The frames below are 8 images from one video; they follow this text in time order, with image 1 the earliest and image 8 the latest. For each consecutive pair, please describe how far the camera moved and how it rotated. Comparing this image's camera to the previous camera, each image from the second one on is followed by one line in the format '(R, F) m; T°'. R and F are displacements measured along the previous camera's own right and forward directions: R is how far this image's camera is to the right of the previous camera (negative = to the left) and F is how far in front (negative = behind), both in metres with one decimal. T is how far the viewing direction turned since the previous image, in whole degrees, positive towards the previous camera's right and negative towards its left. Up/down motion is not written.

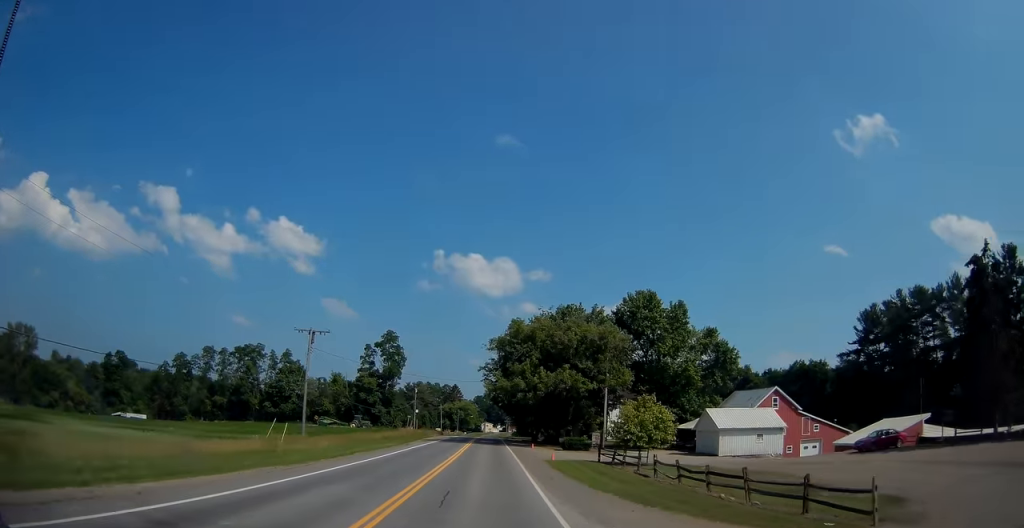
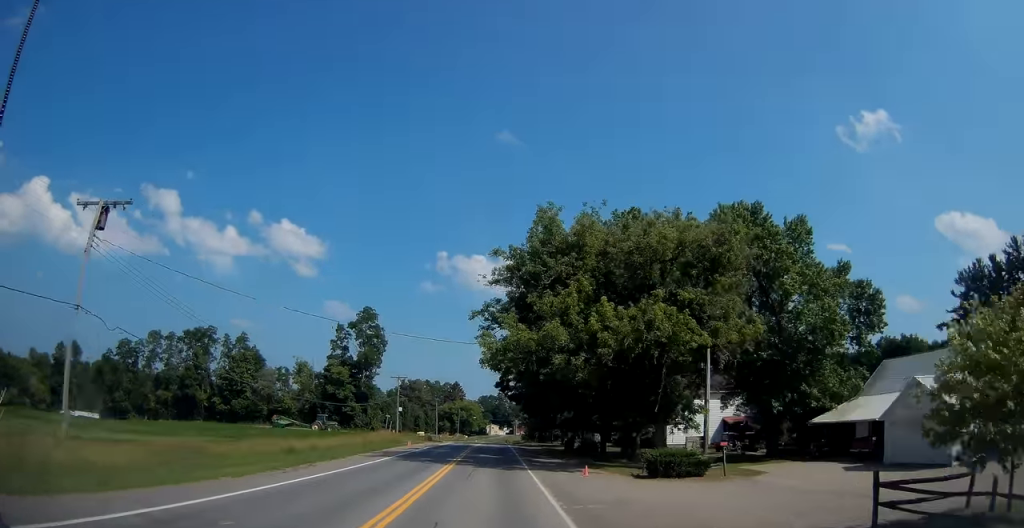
(-0.1, +29.3) m; 0°
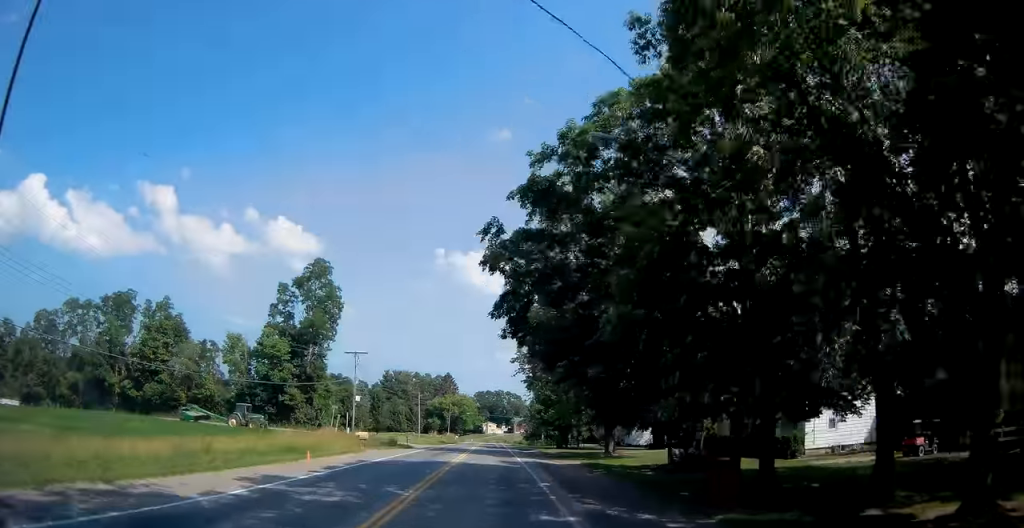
(+0.1, +29.5) m; 0°
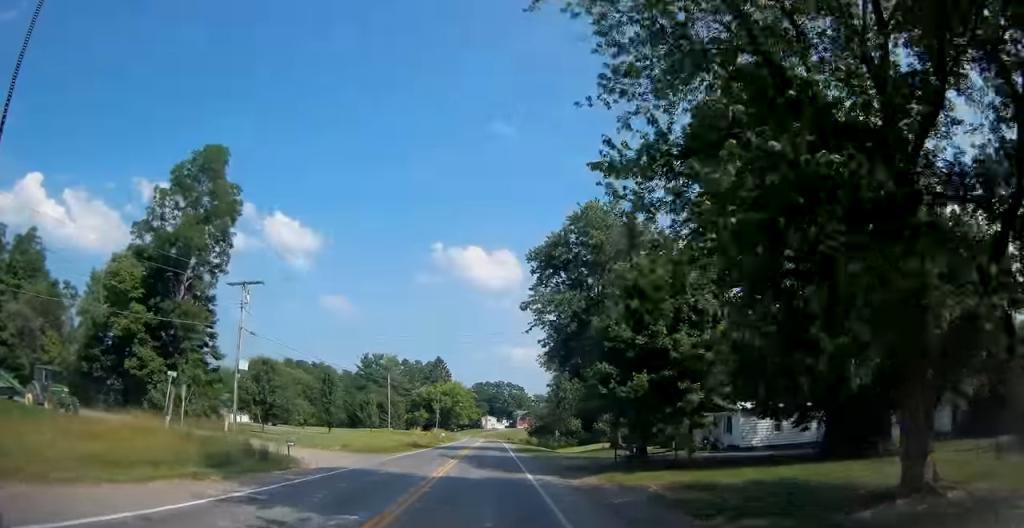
(0.0, +33.0) m; 0°
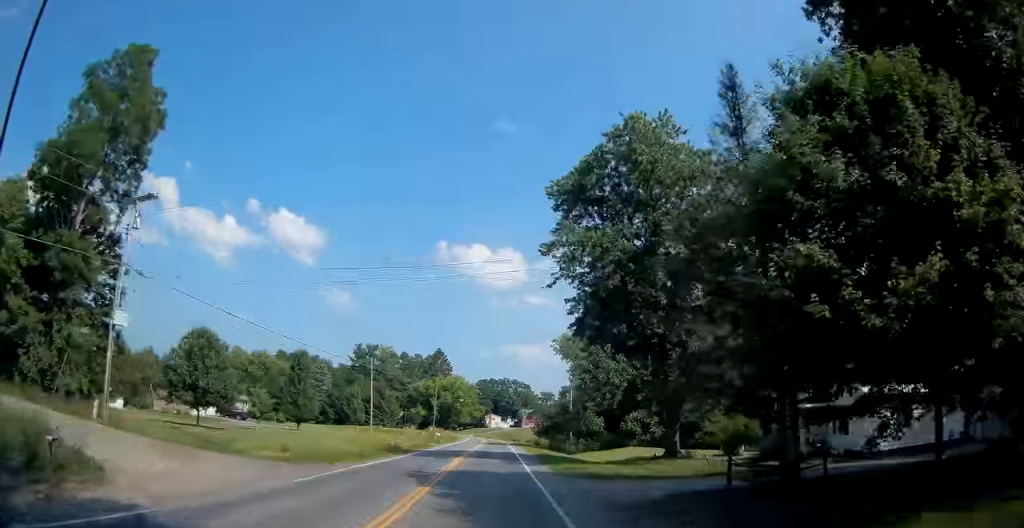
(+0.1, +14.7) m; 0°
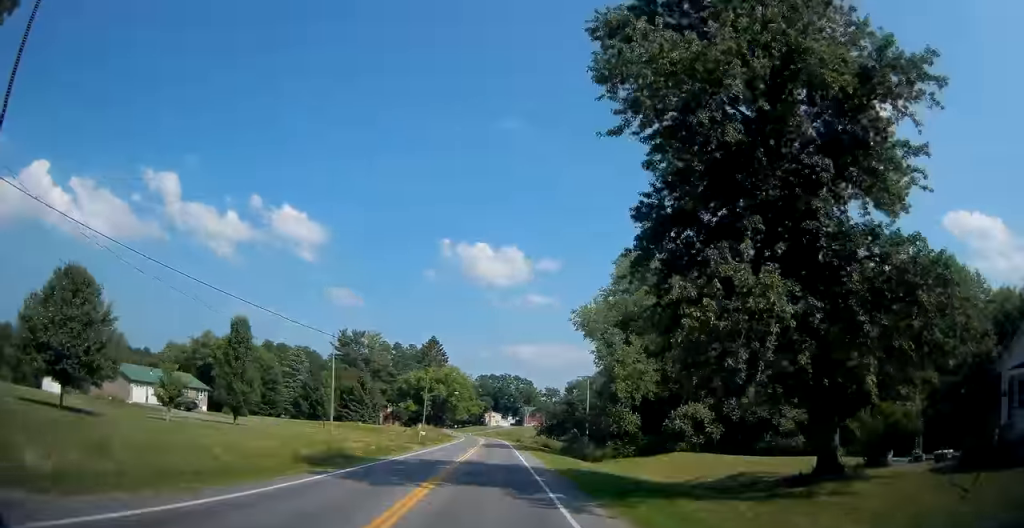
(-0.1, +16.9) m; 0°
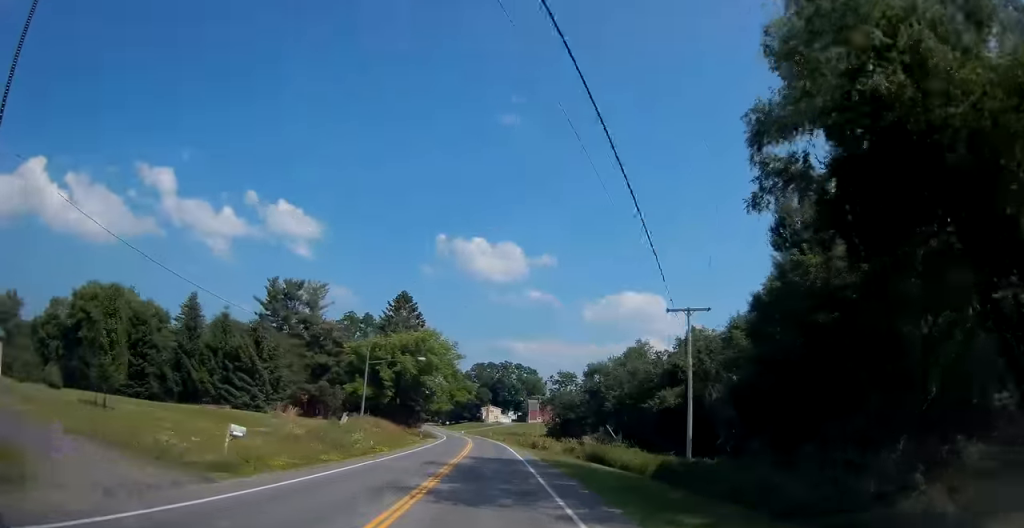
(-0.3, +43.8) m; 0°
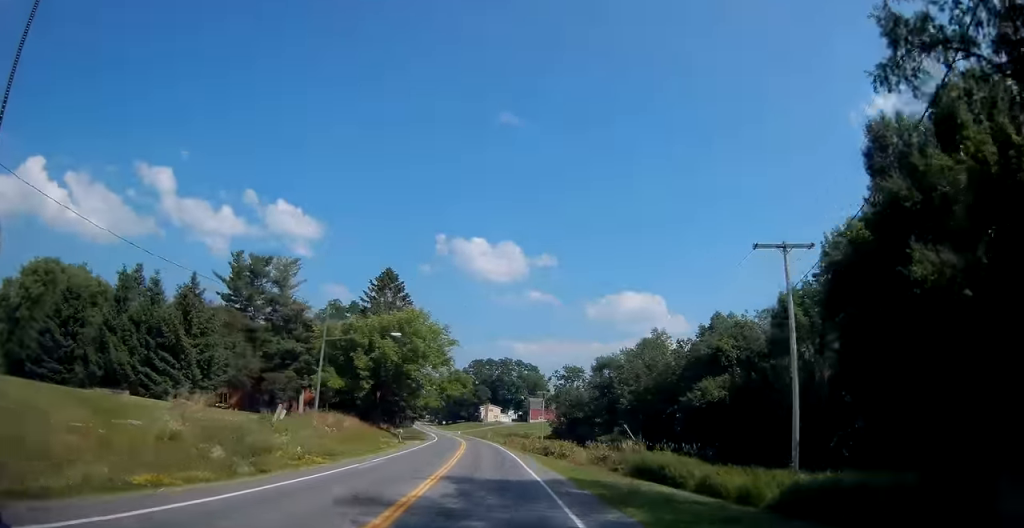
(0.0, +14.0) m; 0°
